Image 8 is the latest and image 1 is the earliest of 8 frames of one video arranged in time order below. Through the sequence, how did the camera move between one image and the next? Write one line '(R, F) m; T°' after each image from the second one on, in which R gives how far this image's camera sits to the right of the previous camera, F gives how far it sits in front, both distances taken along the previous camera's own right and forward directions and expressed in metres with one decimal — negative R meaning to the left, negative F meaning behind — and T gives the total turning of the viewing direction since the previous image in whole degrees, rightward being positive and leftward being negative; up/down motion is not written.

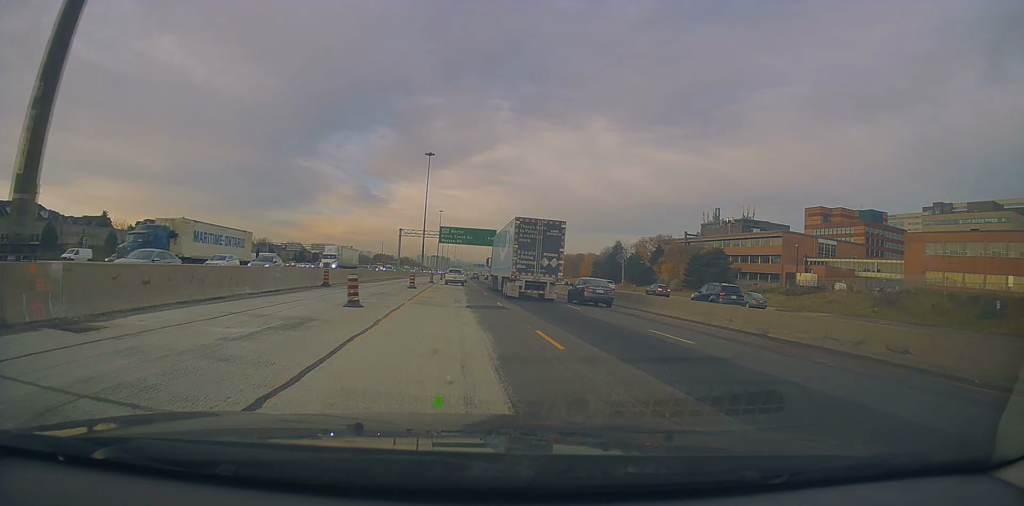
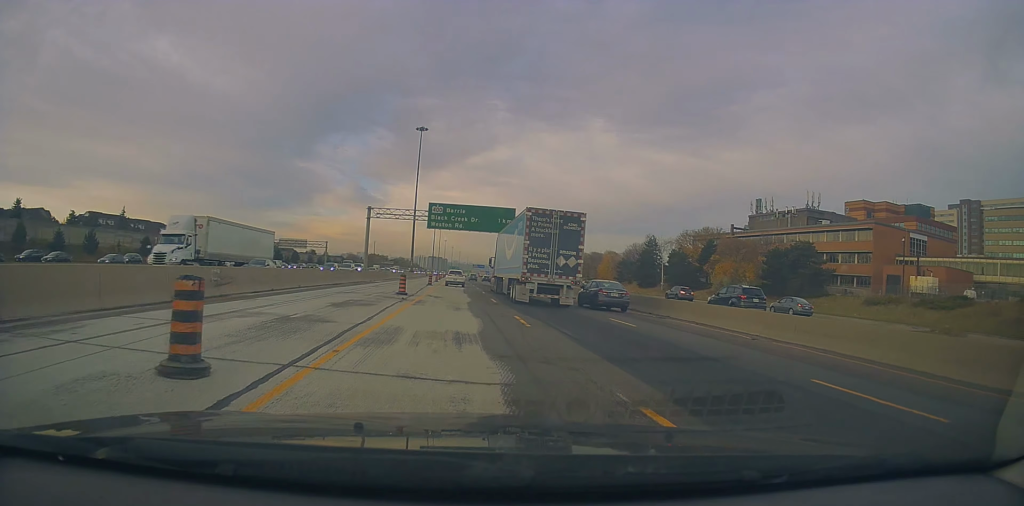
(+0.3, +31.7) m; 0°
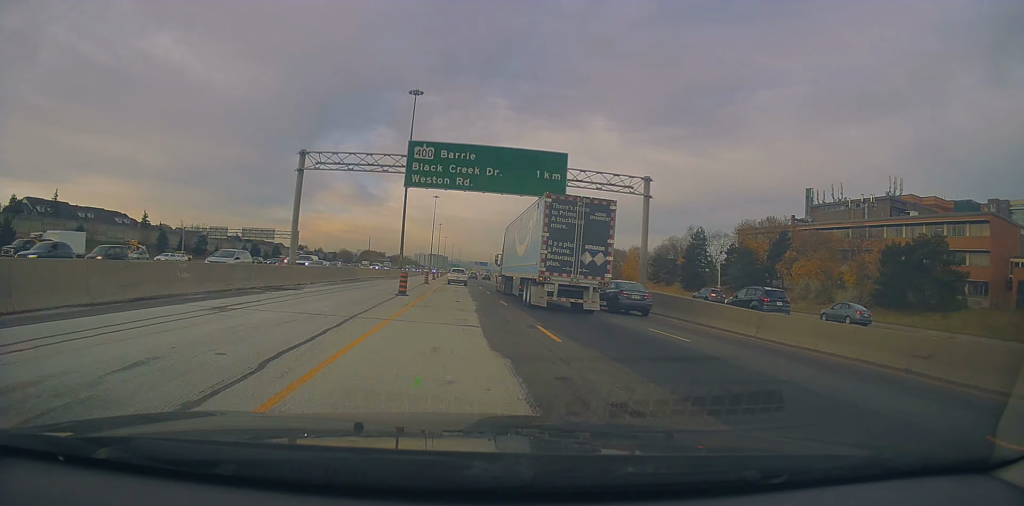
(-0.2, +27.2) m; 0°
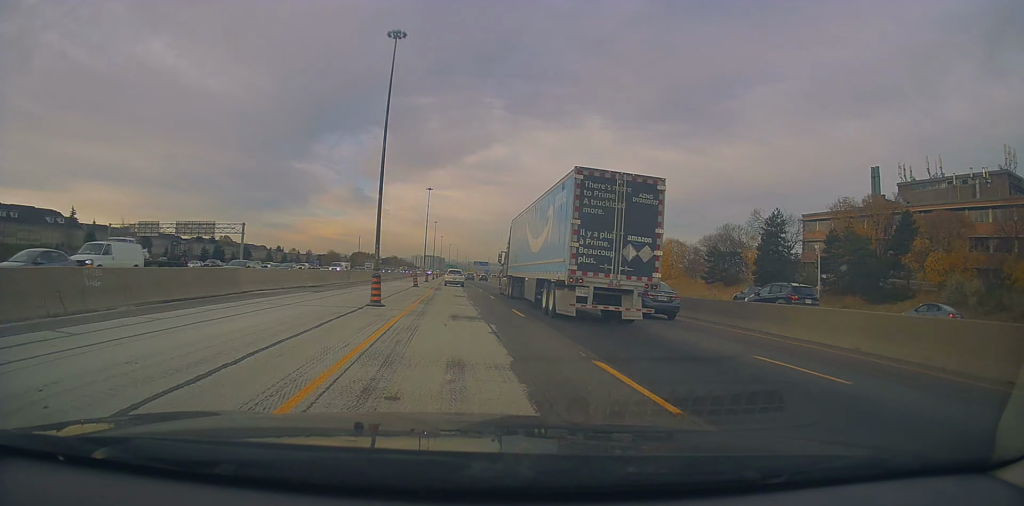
(+0.1, +29.8) m; +1°
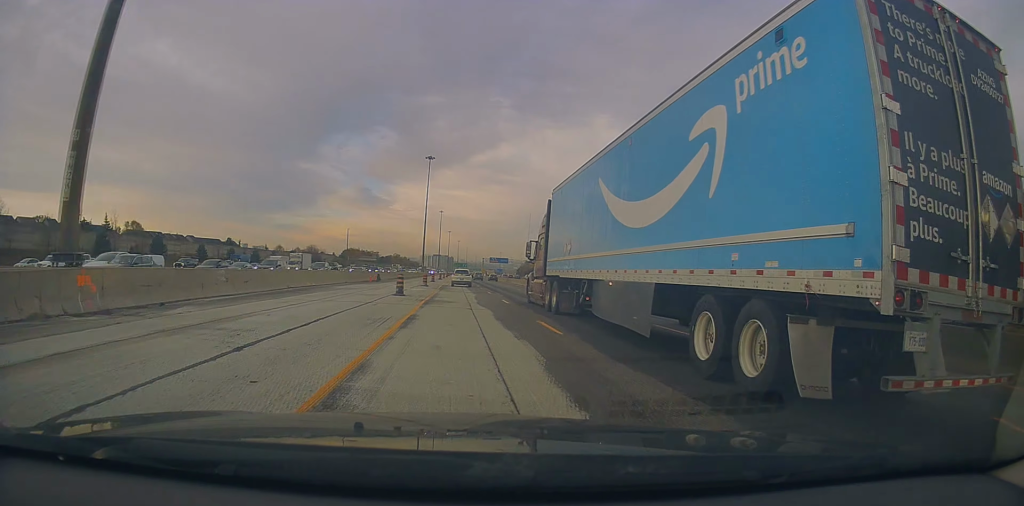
(+0.5, +64.2) m; 0°
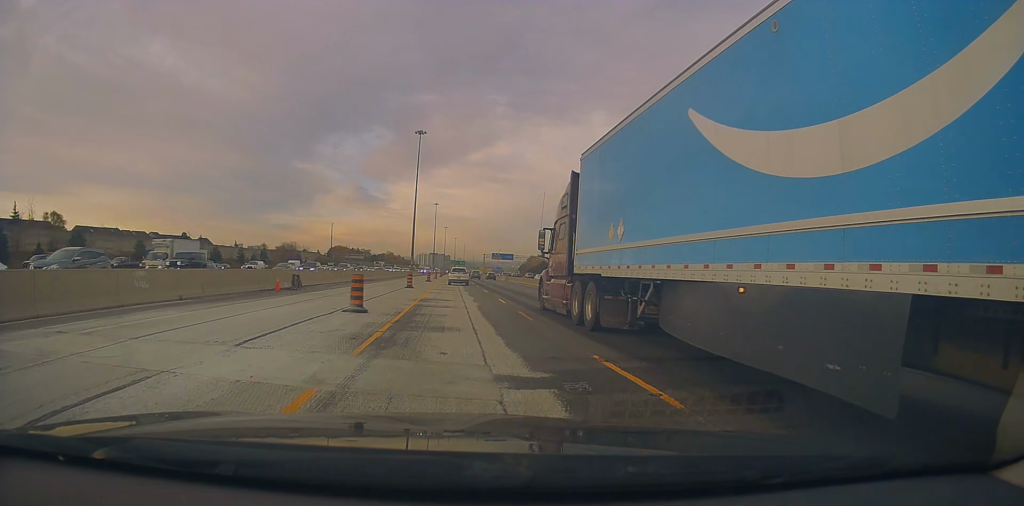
(-0.2, +31.1) m; 0°
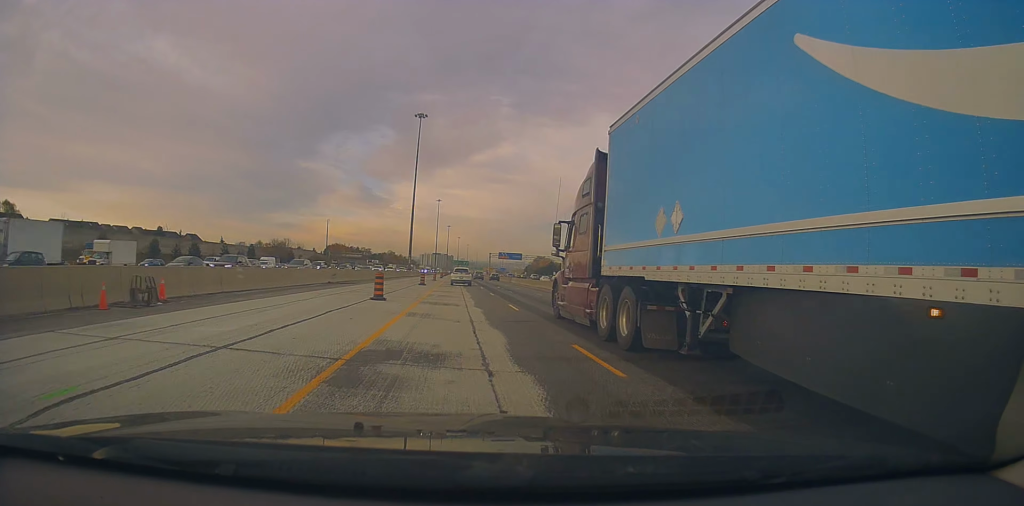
(+0.2, +16.0) m; 0°
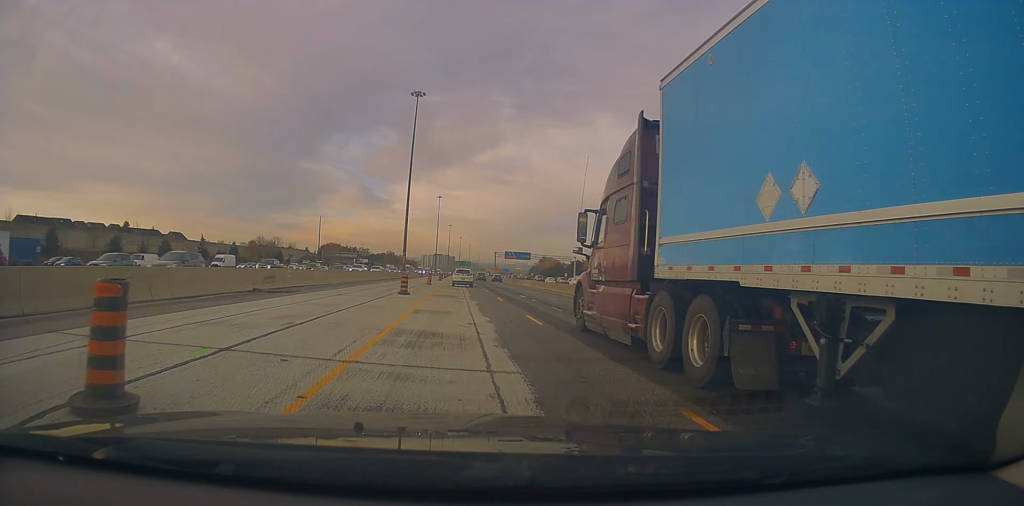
(0.0, +17.6) m; 0°
